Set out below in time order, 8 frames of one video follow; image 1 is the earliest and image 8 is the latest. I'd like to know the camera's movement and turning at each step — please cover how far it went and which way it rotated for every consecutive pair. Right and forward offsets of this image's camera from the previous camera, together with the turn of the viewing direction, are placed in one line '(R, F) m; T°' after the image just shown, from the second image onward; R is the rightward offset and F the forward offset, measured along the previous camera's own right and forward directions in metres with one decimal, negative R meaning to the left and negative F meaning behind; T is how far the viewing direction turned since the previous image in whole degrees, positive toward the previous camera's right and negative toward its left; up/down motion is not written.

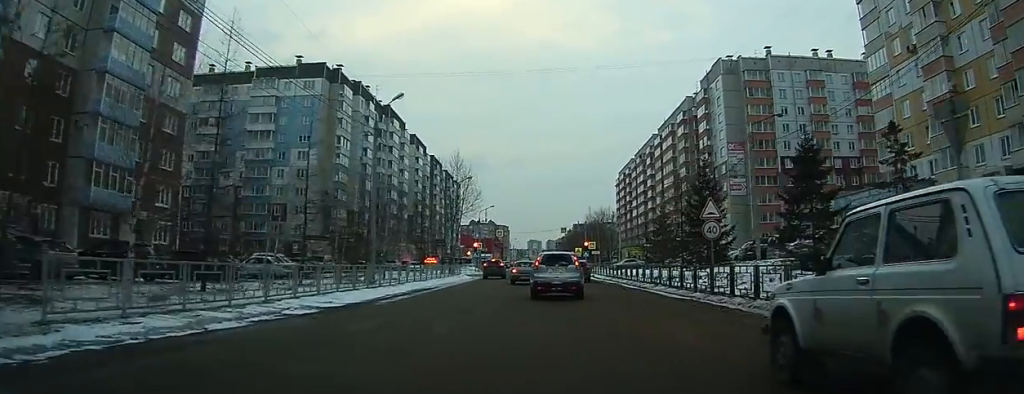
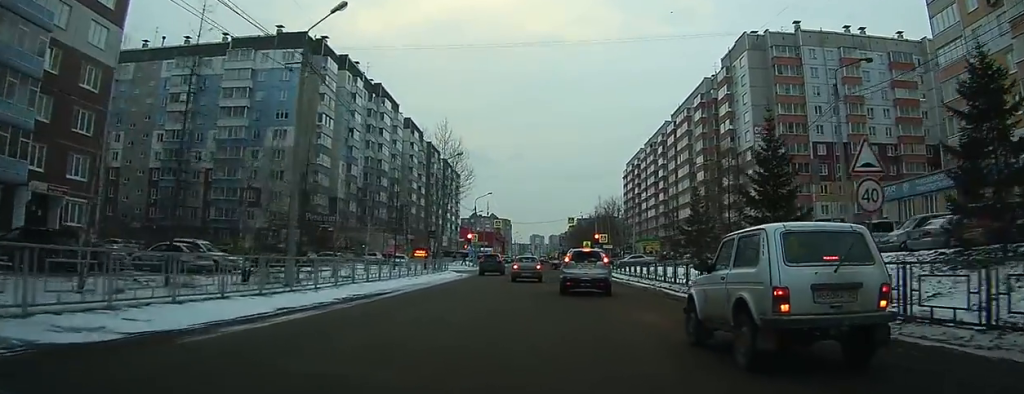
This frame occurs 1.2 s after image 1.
(0.0, +11.0) m; 0°
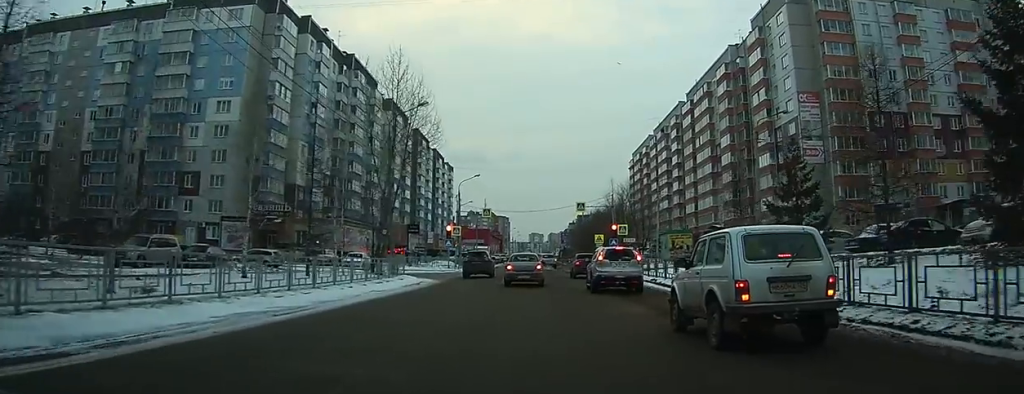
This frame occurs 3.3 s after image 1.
(-0.2, +16.8) m; -1°
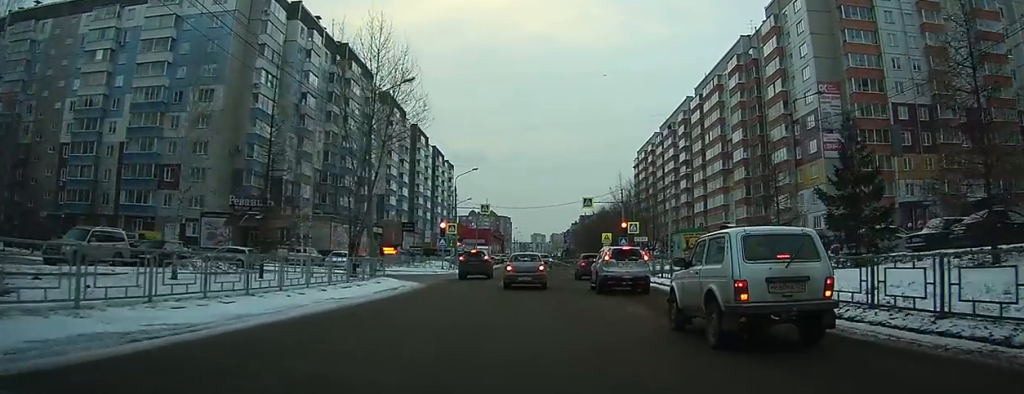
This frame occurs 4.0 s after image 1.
(0.0, +5.3) m; +1°
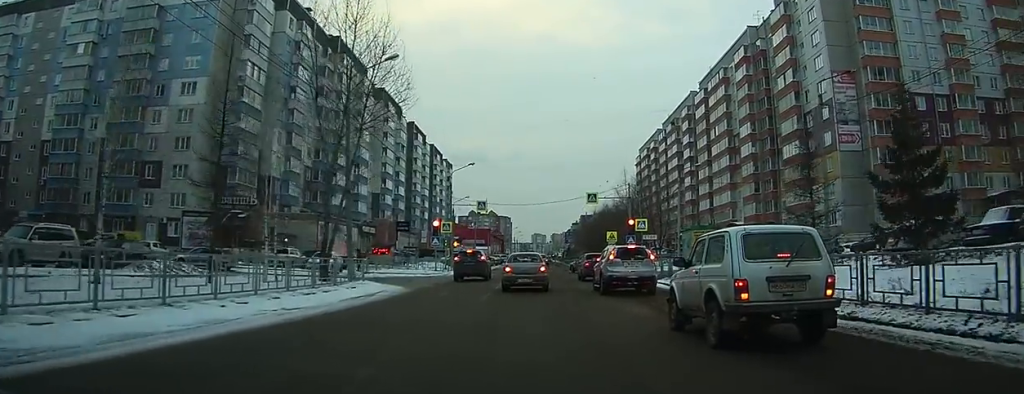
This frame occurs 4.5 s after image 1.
(+0.1, +4.1) m; +1°
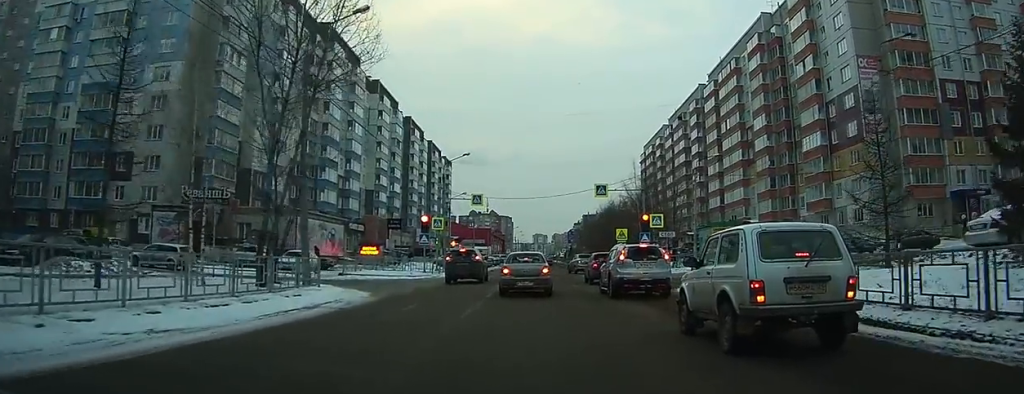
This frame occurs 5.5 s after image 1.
(0.0, +6.1) m; +1°
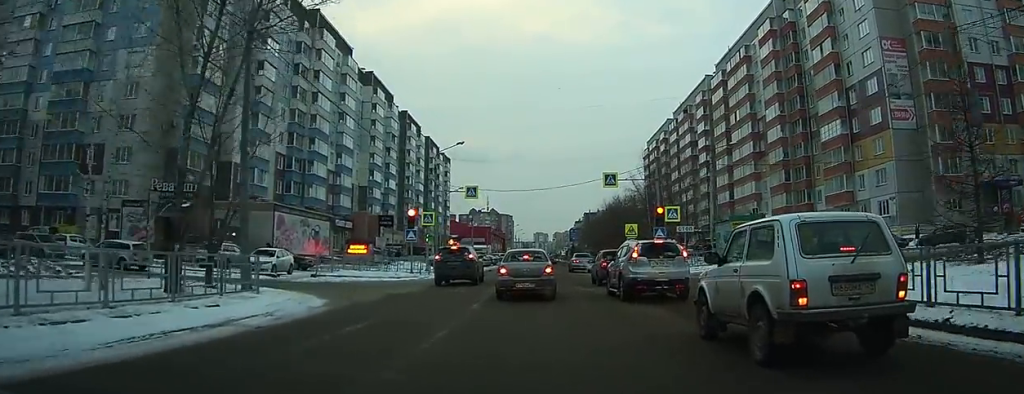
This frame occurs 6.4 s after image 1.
(+0.2, +5.3) m; +1°
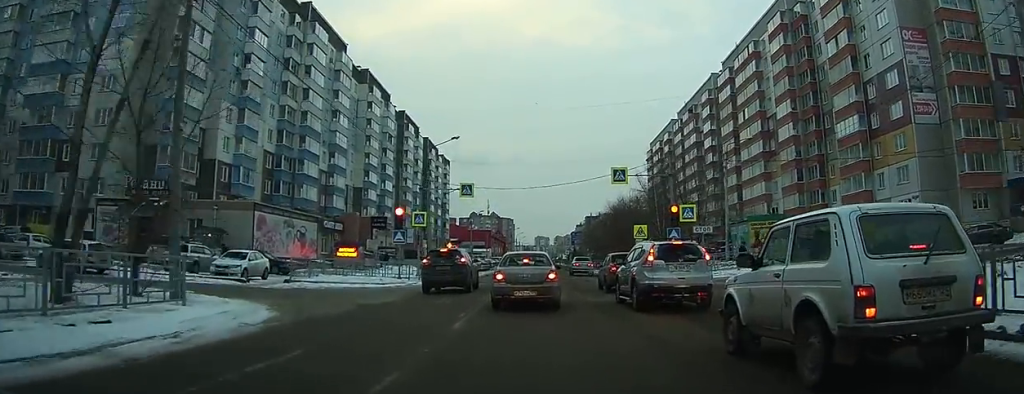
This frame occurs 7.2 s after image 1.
(-0.1, +3.9) m; -2°
